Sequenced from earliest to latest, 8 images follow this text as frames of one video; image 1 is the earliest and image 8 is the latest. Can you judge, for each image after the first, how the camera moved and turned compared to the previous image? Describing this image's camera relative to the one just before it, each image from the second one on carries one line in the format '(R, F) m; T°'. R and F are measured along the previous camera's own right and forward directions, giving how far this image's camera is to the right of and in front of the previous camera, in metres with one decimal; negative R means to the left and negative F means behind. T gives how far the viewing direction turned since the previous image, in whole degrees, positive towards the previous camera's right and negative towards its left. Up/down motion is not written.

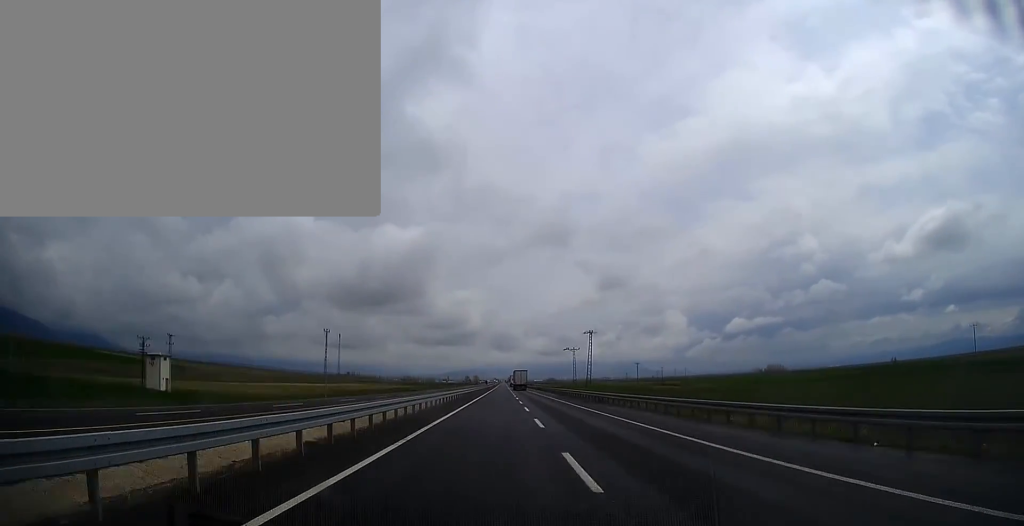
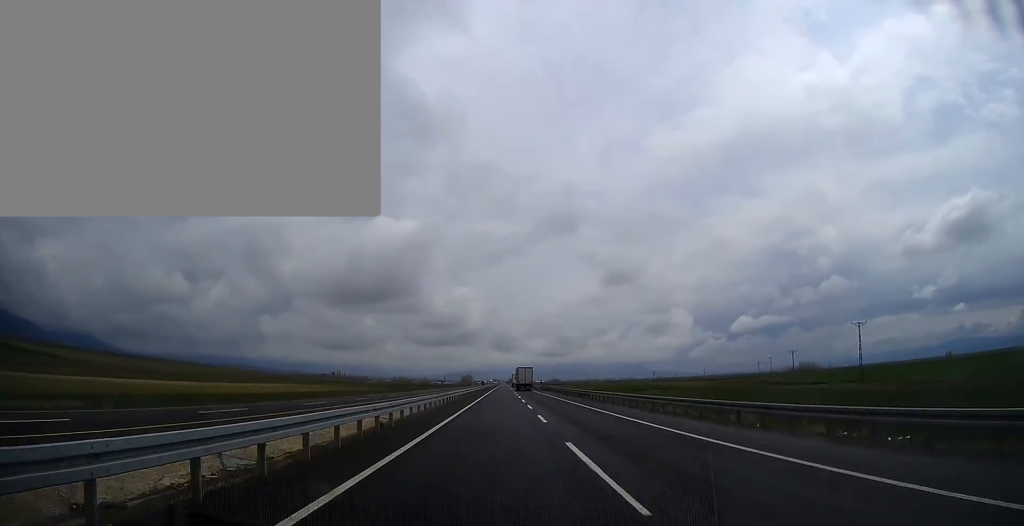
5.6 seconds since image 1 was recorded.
(-0.2, +187.7) m; 0°
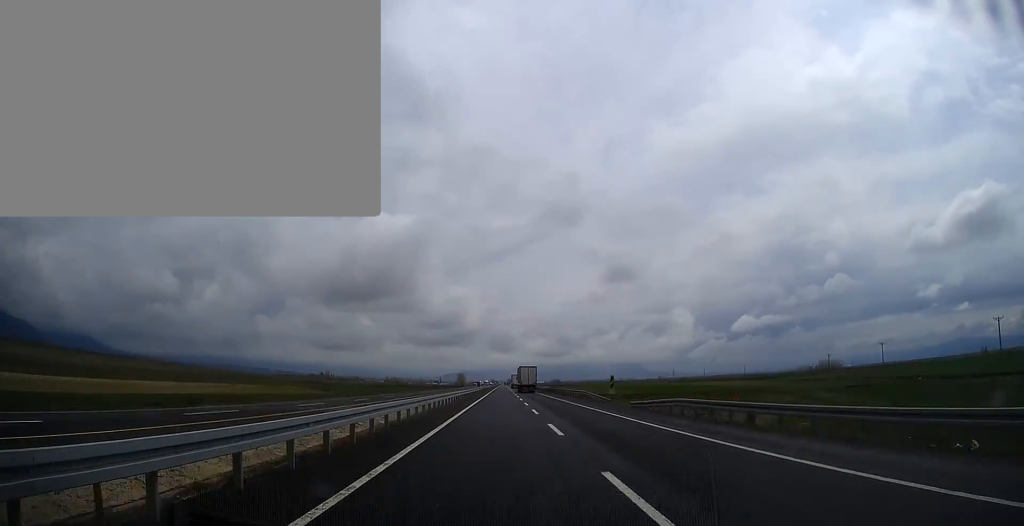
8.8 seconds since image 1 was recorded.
(0.0, +121.5) m; 0°
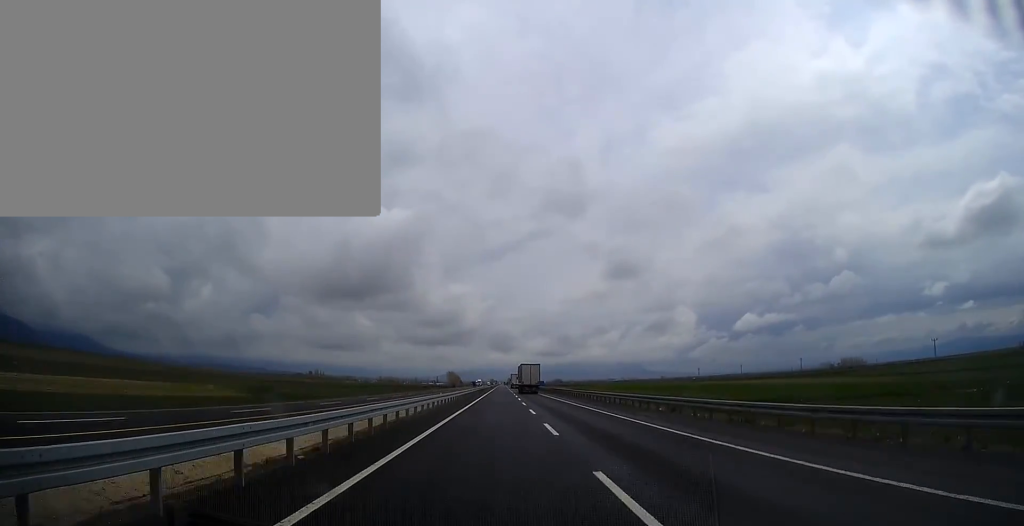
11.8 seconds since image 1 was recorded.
(0.0, +121.8) m; 0°
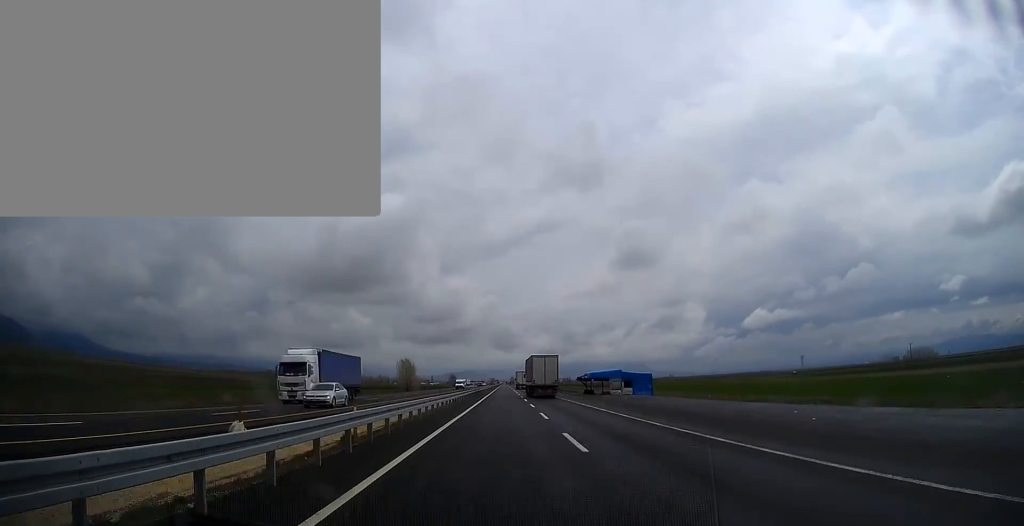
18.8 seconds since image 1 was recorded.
(0.0, +242.7) m; 0°
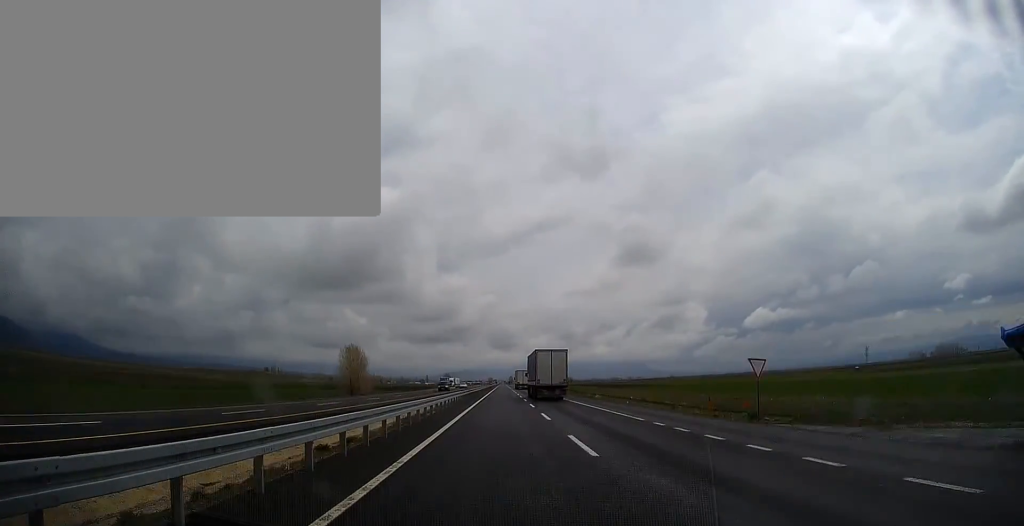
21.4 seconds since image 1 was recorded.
(0.0, +50.3) m; 0°
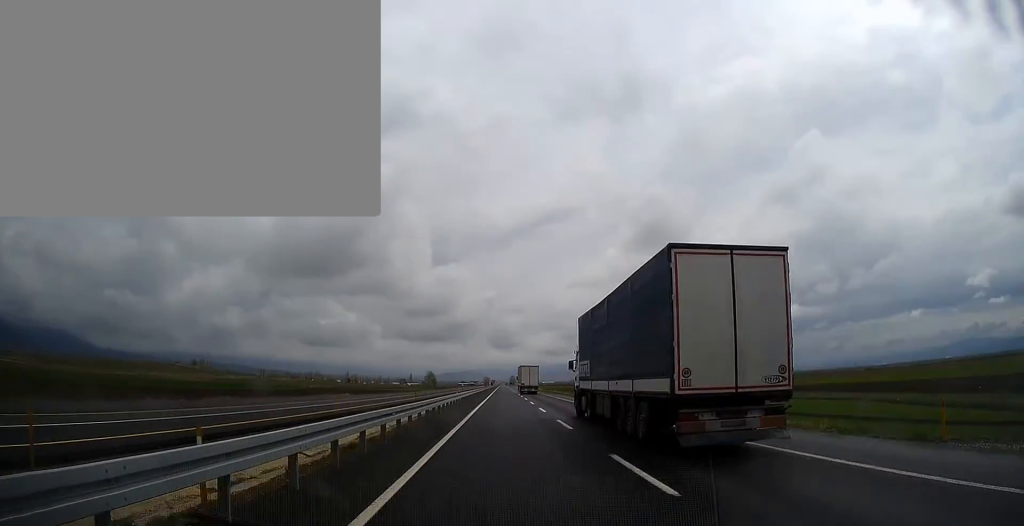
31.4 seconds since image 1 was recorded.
(+0.1, +208.1) m; 0°
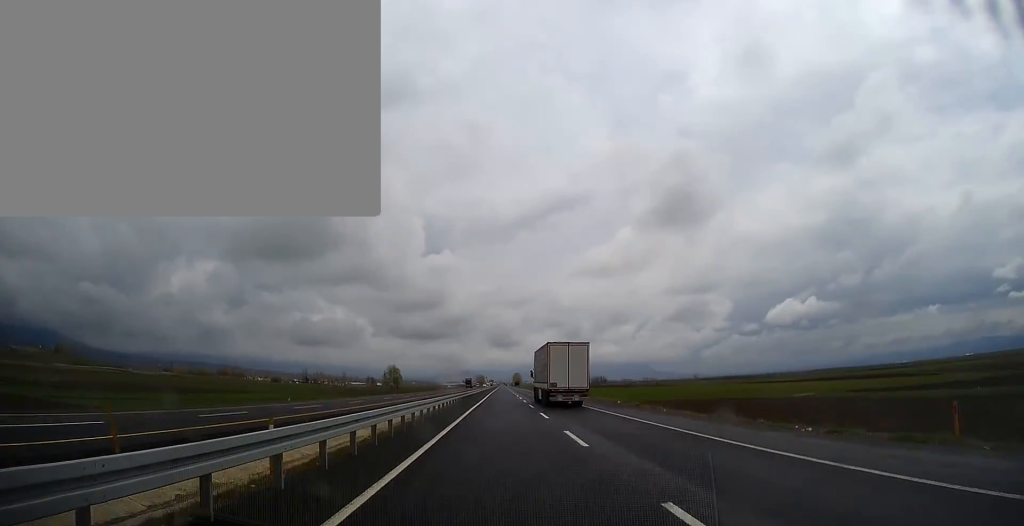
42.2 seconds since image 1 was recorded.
(+0.1, +275.2) m; 0°
